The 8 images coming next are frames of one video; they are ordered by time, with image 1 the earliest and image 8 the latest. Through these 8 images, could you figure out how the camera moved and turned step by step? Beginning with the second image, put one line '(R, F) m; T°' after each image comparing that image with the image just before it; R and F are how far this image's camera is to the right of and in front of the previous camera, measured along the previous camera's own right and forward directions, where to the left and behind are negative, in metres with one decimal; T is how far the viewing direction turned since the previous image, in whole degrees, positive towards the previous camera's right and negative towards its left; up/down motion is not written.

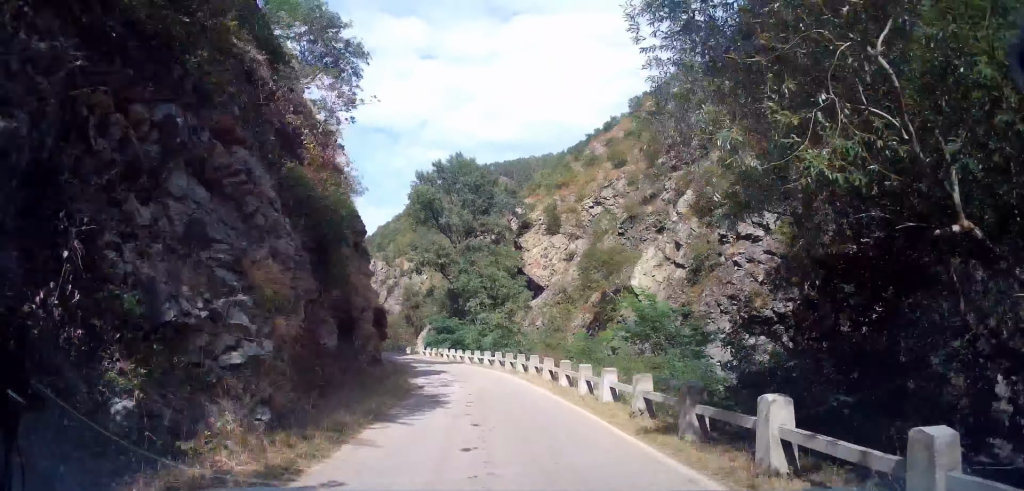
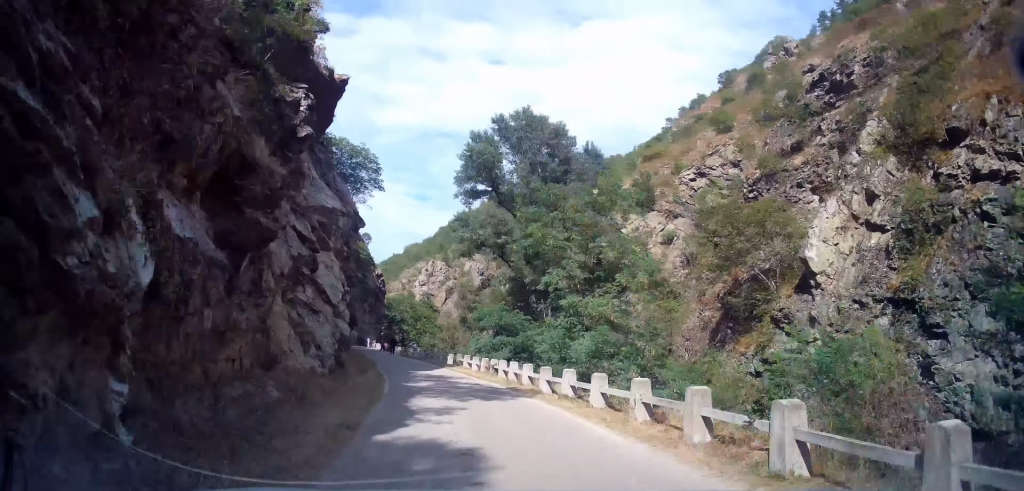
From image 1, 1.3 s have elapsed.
(-0.5, +16.5) m; -6°
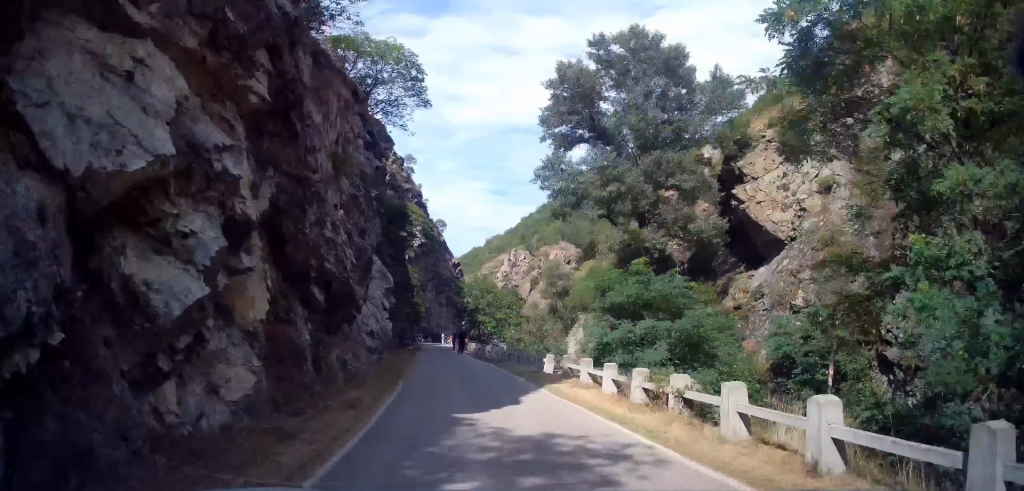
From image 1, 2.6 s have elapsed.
(-1.0, +14.2) m; -7°
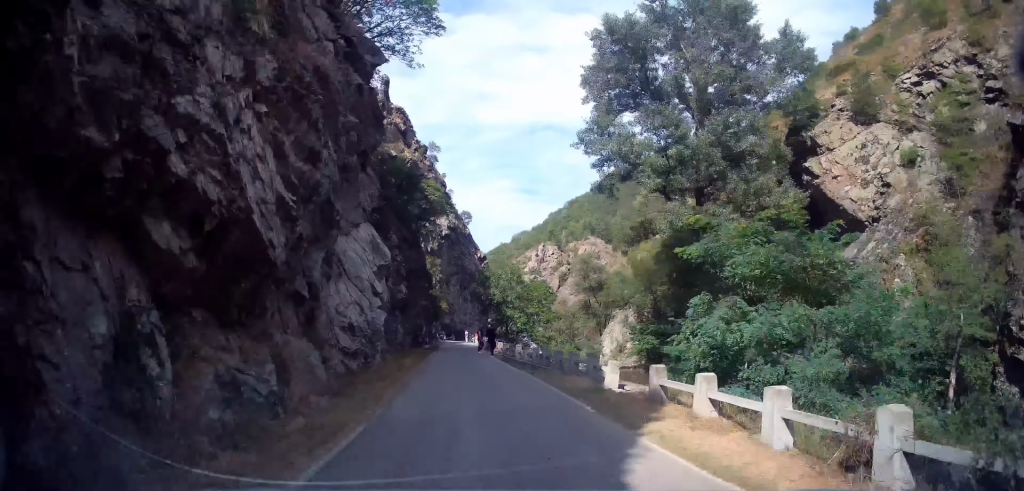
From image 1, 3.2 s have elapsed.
(-0.2, +6.9) m; -3°
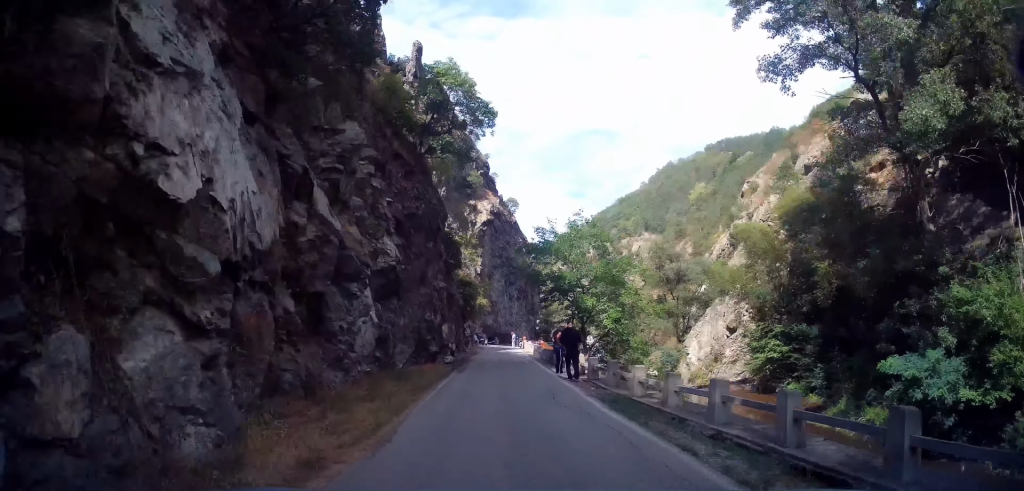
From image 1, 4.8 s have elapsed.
(-1.0, +16.4) m; -5°
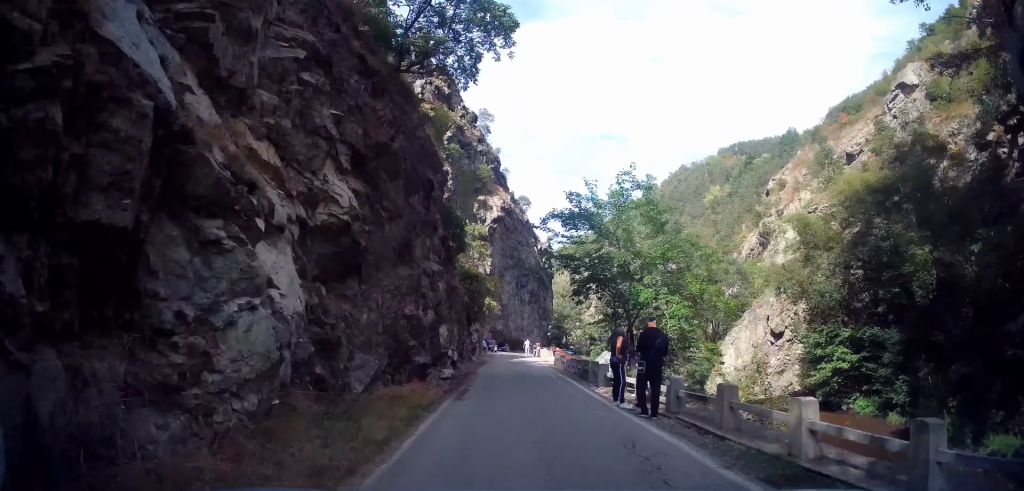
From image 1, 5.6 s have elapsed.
(-0.1, +7.4) m; 0°
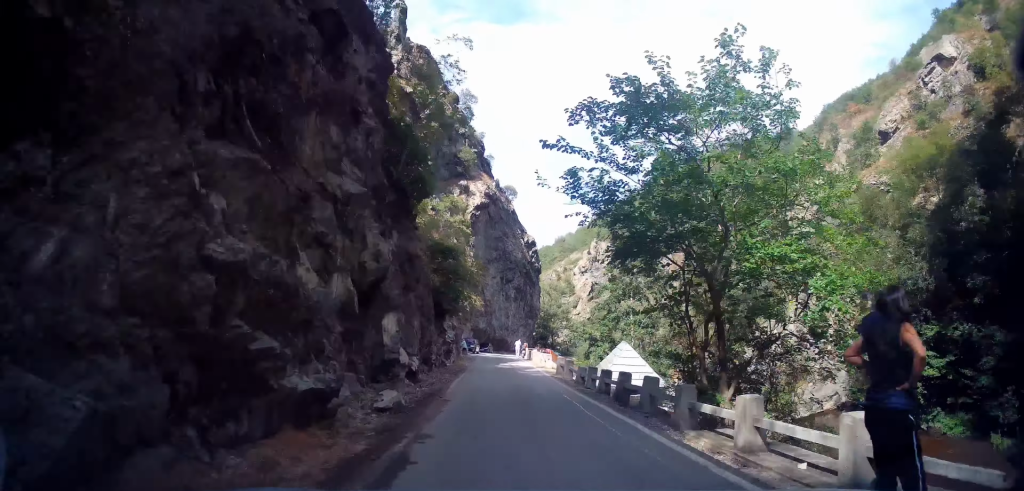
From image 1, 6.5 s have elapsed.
(0.0, +8.3) m; +1°
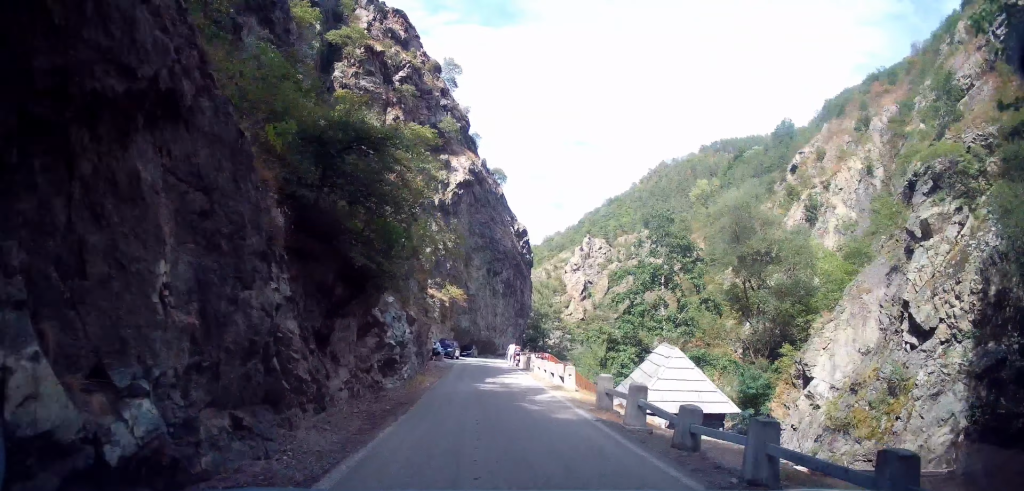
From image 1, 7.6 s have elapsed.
(+0.2, +11.1) m; +1°
